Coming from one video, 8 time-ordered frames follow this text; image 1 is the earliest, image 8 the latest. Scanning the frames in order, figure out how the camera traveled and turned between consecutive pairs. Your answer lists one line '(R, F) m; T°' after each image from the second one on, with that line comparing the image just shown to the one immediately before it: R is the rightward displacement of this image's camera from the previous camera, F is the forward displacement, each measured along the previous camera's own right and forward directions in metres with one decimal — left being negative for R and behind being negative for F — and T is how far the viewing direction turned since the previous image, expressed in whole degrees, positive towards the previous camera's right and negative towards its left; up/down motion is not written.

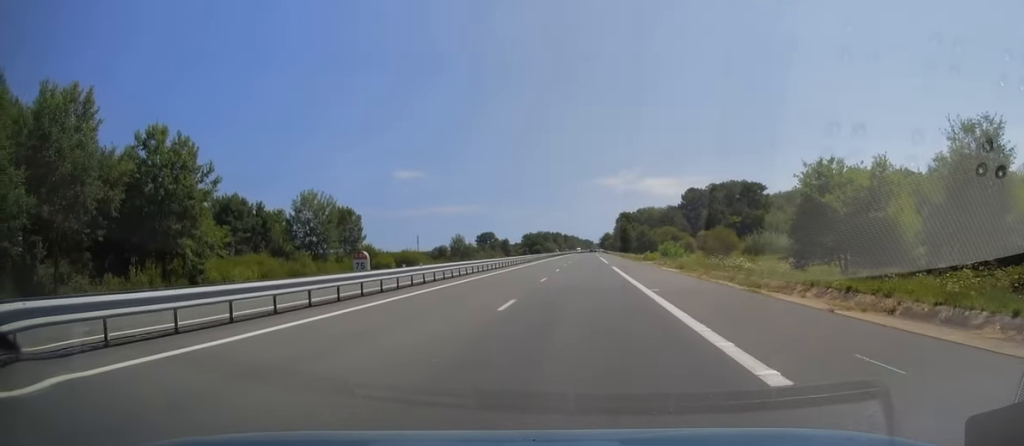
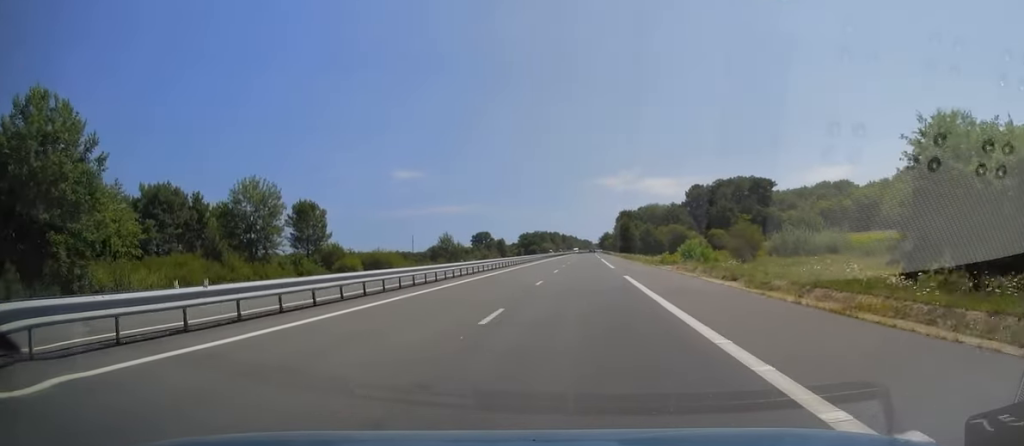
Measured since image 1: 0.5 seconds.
(0.0, +15.7) m; 0°
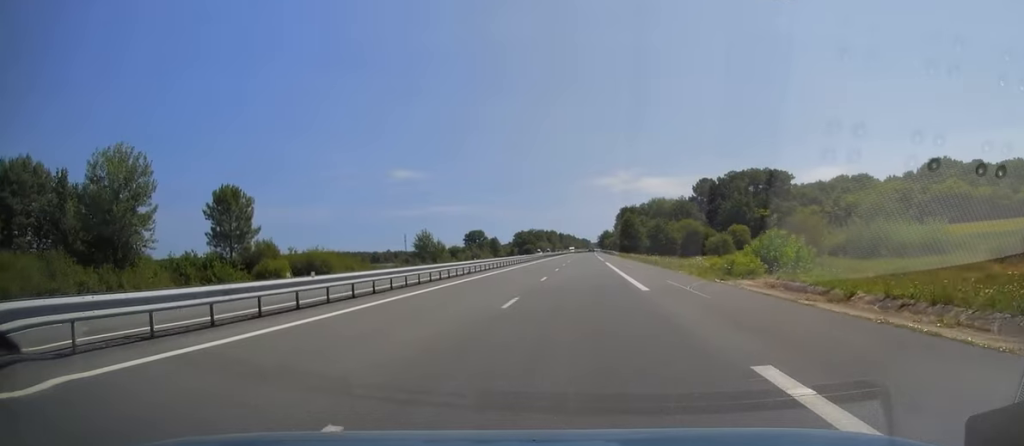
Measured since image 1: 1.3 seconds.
(+0.1, +23.0) m; 0°
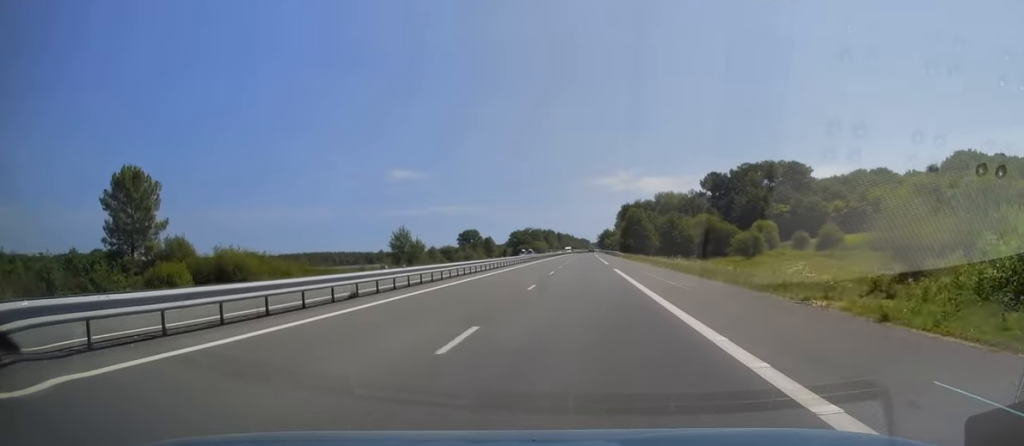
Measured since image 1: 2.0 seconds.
(0.0, +19.6) m; 0°
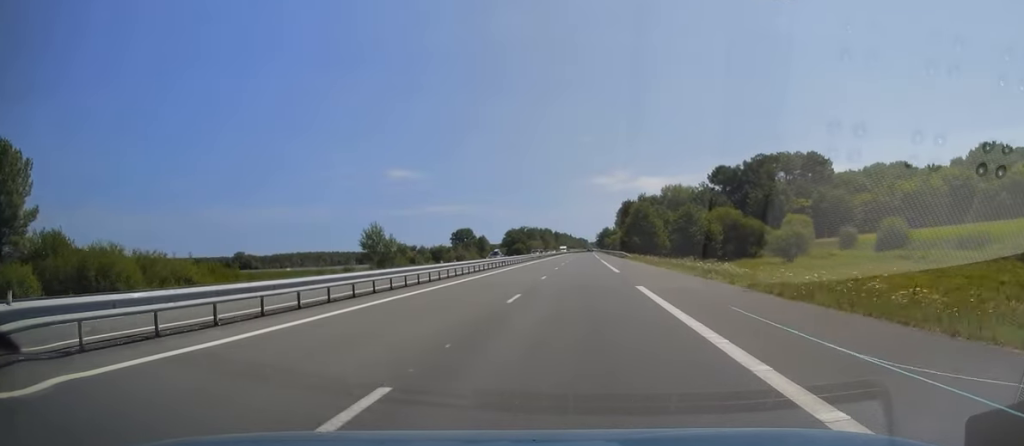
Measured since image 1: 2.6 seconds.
(0.0, +18.1) m; 0°
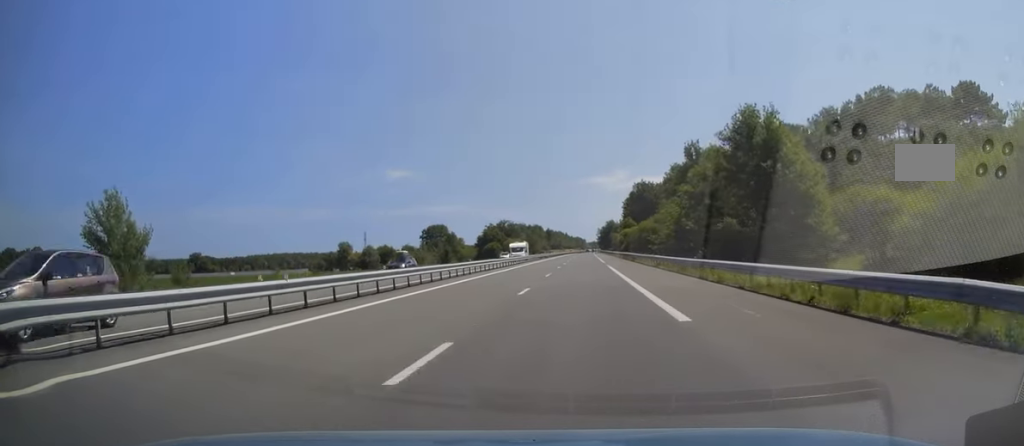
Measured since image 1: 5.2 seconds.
(-0.4, +75.2) m; 0°
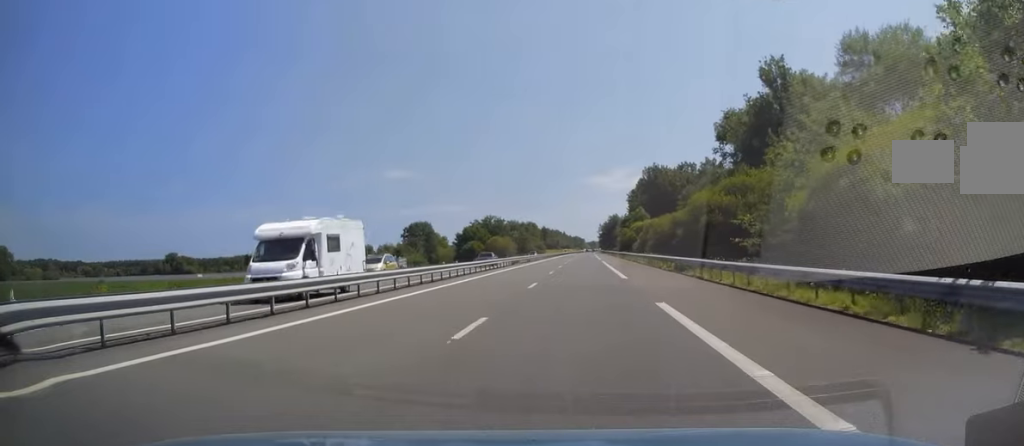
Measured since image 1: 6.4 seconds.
(+0.5, +35.6) m; 0°
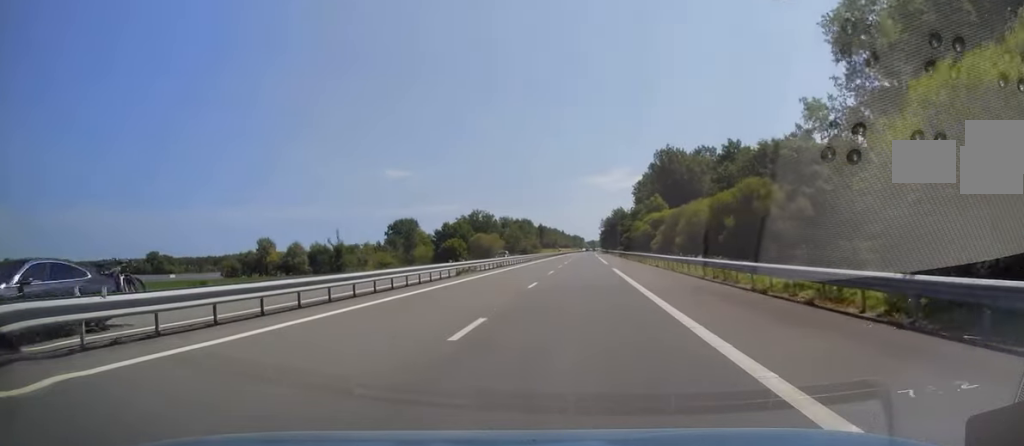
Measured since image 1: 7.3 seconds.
(-0.3, +26.4) m; 0°
